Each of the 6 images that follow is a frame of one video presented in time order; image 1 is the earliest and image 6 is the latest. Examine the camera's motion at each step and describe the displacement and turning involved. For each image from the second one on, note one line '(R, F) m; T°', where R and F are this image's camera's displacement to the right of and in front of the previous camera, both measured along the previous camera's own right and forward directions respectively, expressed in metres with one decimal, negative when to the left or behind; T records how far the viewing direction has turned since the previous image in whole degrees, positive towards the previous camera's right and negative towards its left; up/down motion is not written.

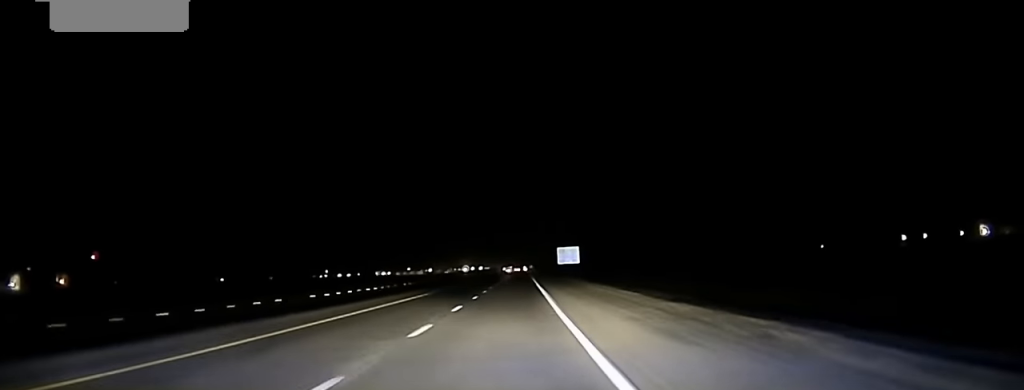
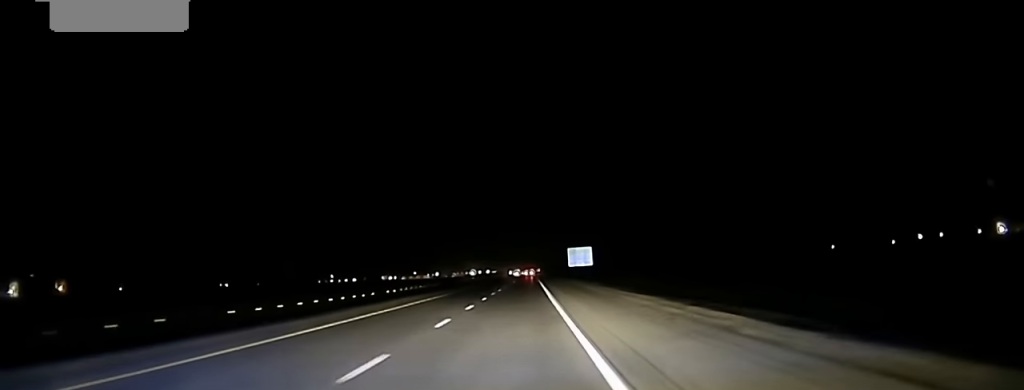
(-0.2, +19.8) m; 0°
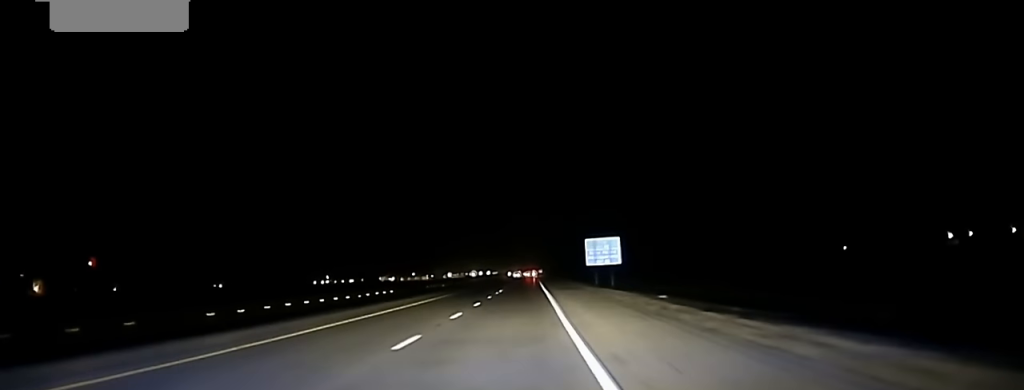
(+0.2, +53.0) m; 0°
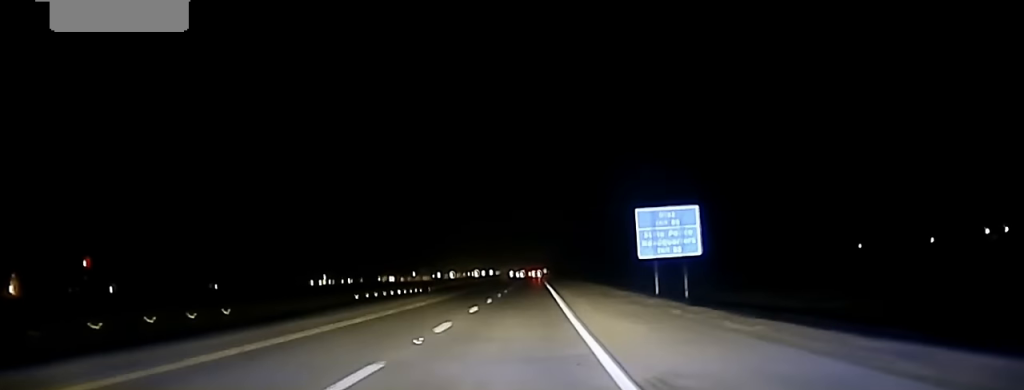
(0.0, +55.0) m; 0°
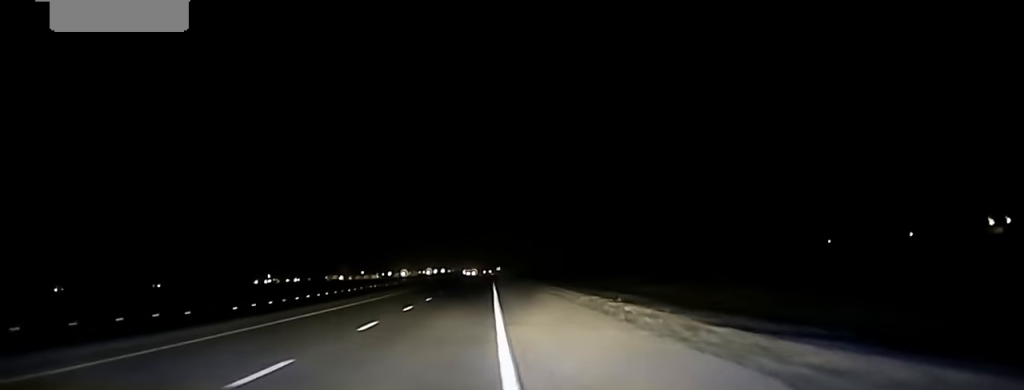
(+1.5, +62.3) m; +3°
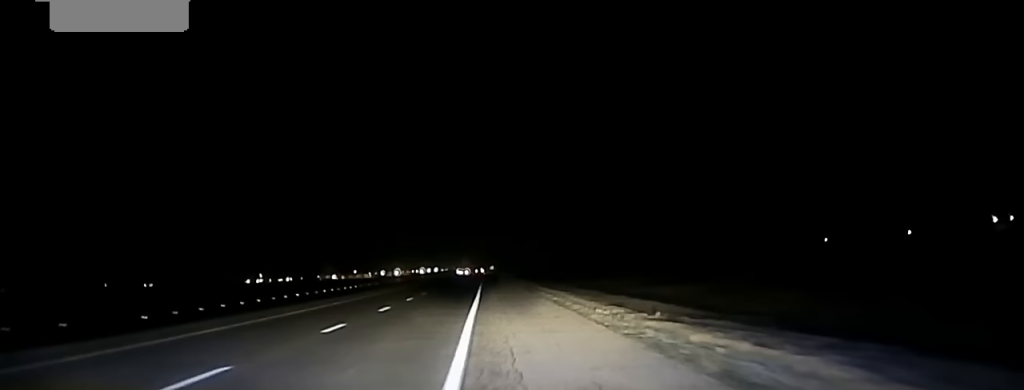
(+0.1, +12.8) m; 0°
